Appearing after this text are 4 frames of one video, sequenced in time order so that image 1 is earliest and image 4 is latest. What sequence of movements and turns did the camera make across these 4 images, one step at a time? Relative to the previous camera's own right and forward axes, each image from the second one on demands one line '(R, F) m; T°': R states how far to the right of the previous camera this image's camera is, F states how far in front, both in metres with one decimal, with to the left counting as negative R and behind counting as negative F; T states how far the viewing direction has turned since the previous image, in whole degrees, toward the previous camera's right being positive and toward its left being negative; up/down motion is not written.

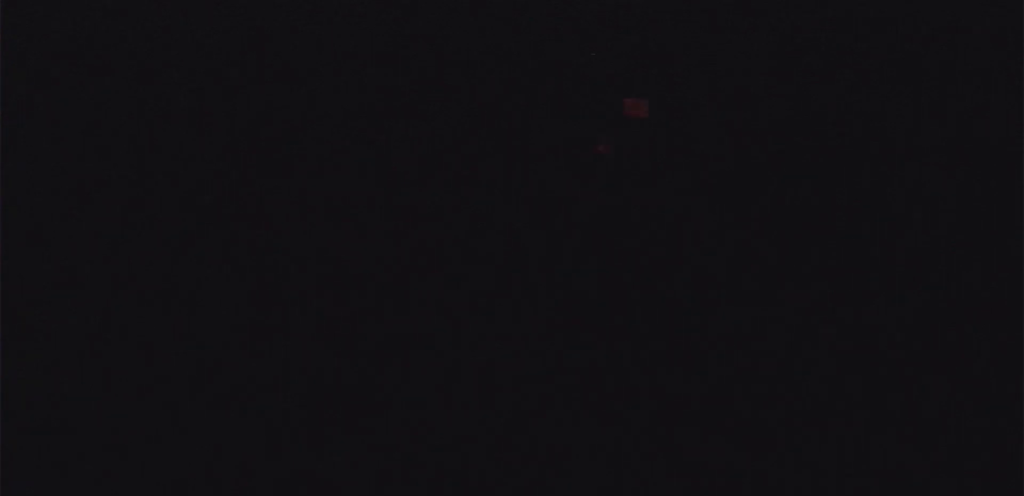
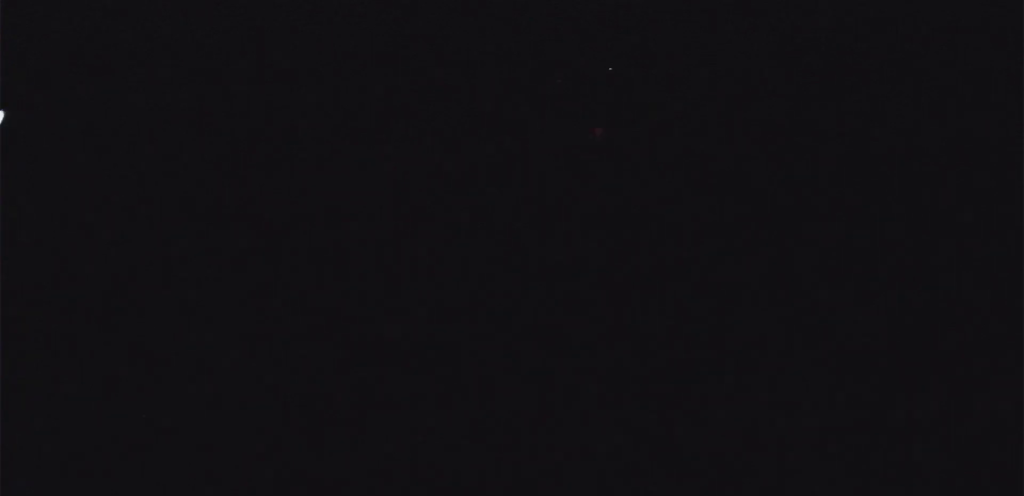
(+2.3, +82.8) m; -8°
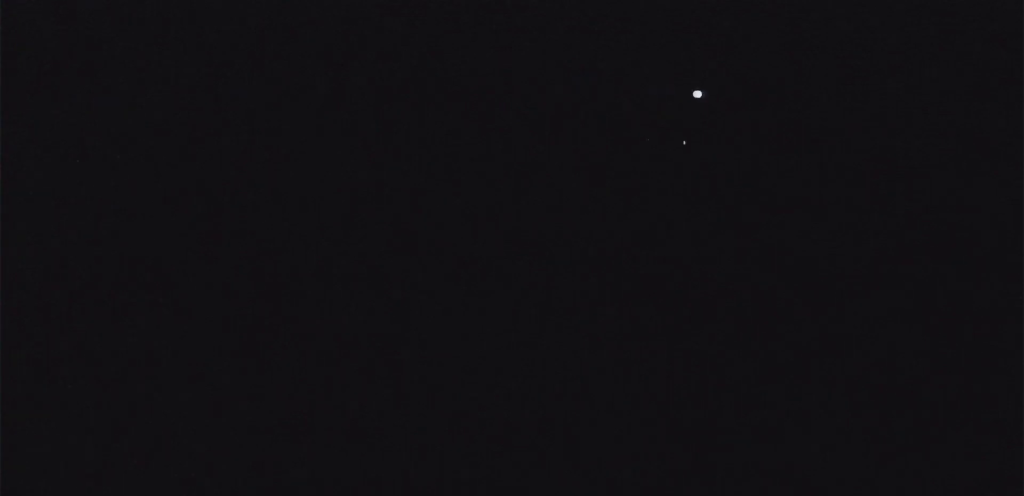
(-40.3, +120.2) m; -11°
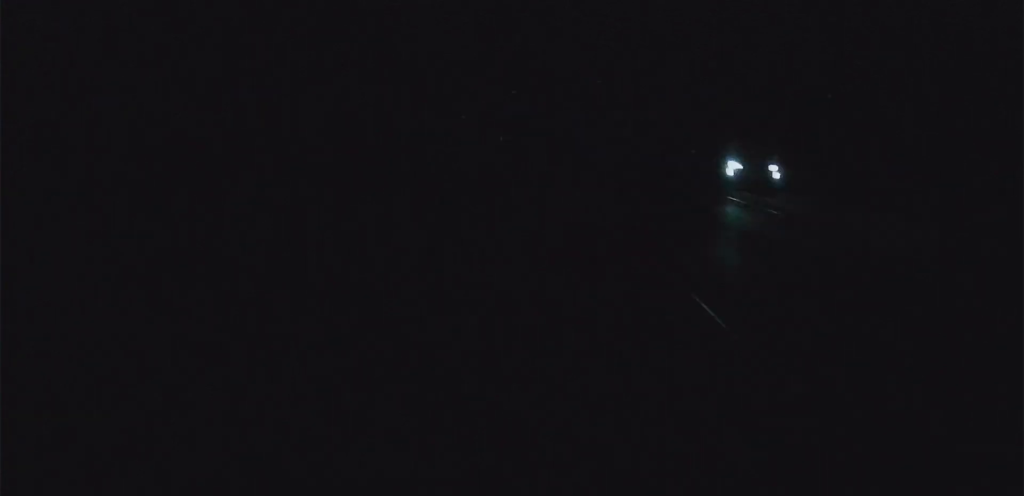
(+125.7, +298.9) m; +30°
